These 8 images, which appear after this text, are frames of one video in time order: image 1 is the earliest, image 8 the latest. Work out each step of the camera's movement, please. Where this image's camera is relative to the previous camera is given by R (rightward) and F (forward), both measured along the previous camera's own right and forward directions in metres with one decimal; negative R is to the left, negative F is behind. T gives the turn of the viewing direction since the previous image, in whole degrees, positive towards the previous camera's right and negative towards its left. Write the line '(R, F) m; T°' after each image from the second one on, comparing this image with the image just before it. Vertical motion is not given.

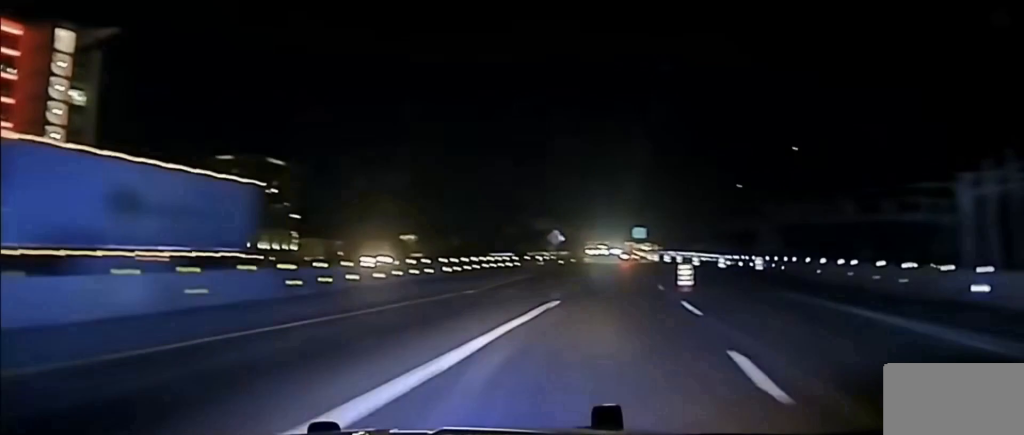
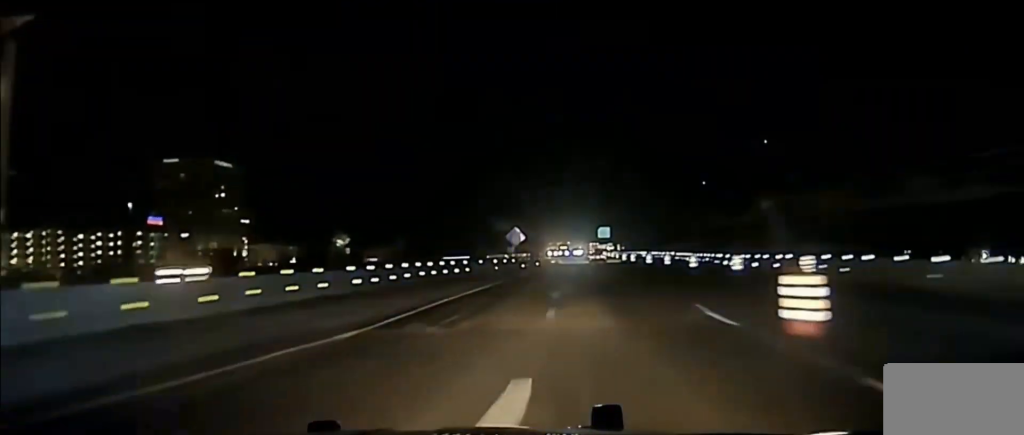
(-0.7, +16.2) m; +1°
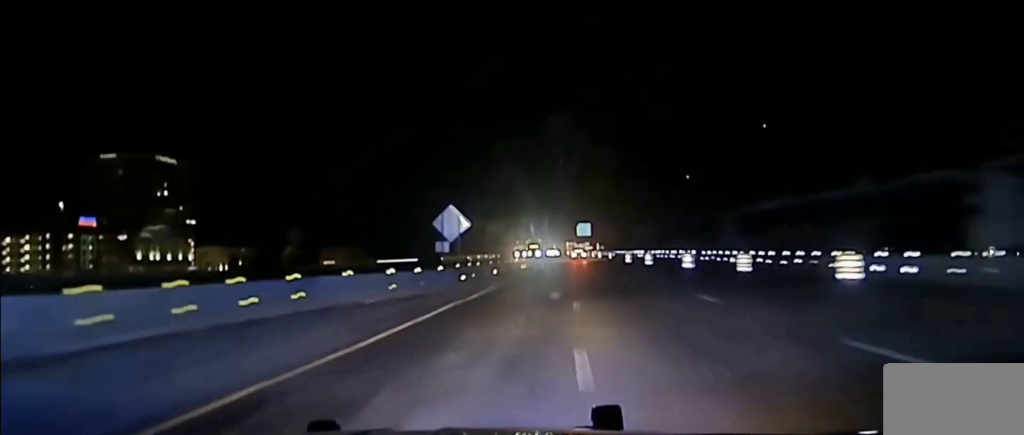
(+0.1, +34.8) m; +2°
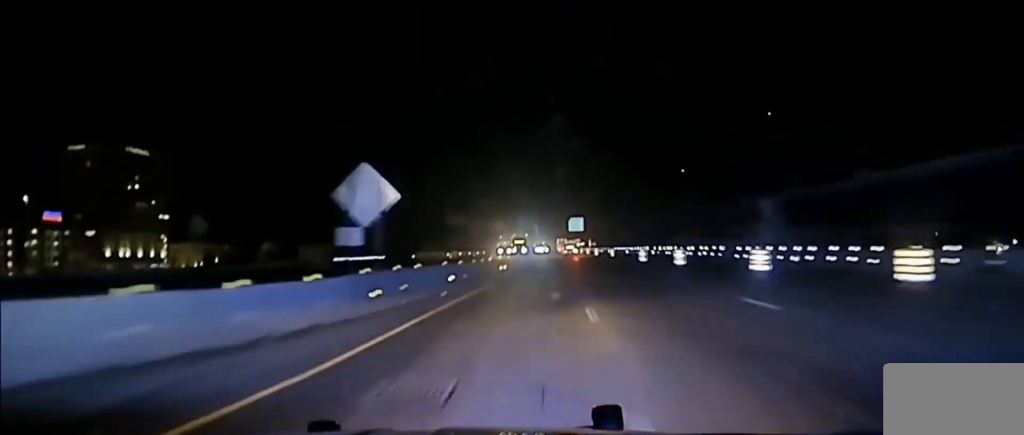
(+0.5, +17.6) m; +2°
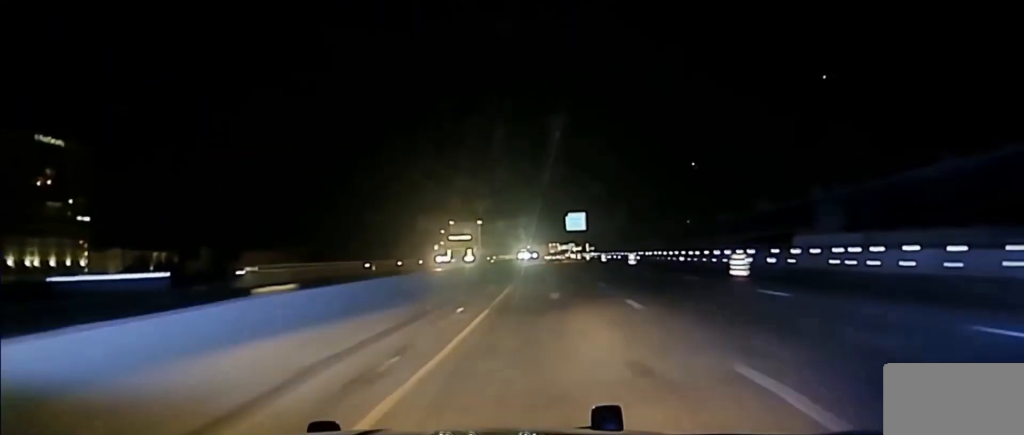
(+1.2, +61.7) m; +1°
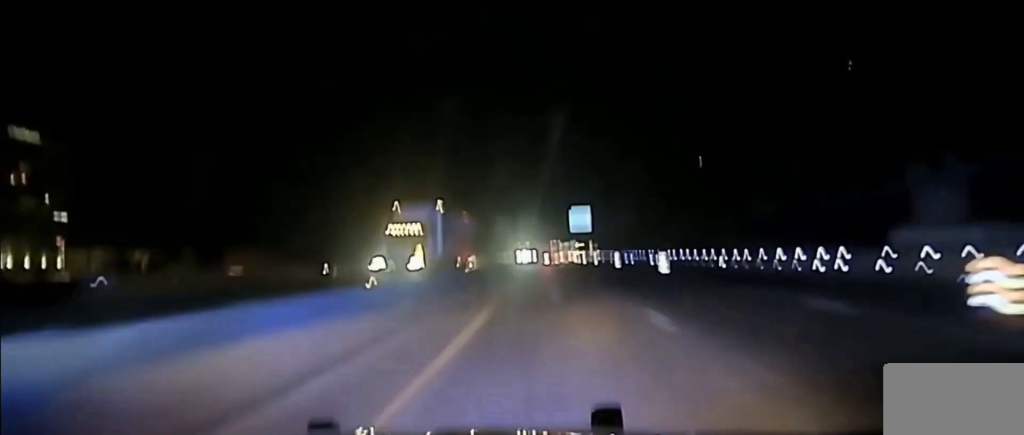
(0.0, +15.4) m; 0°
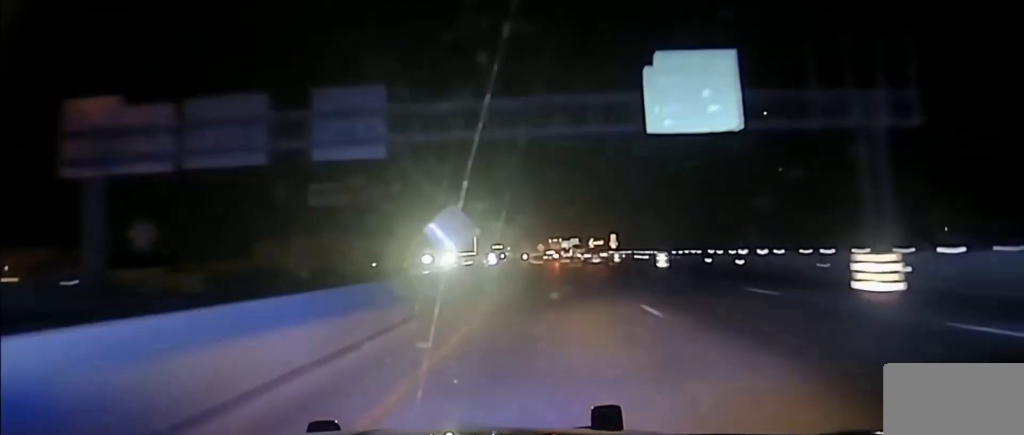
(-0.5, +113.6) m; 0°
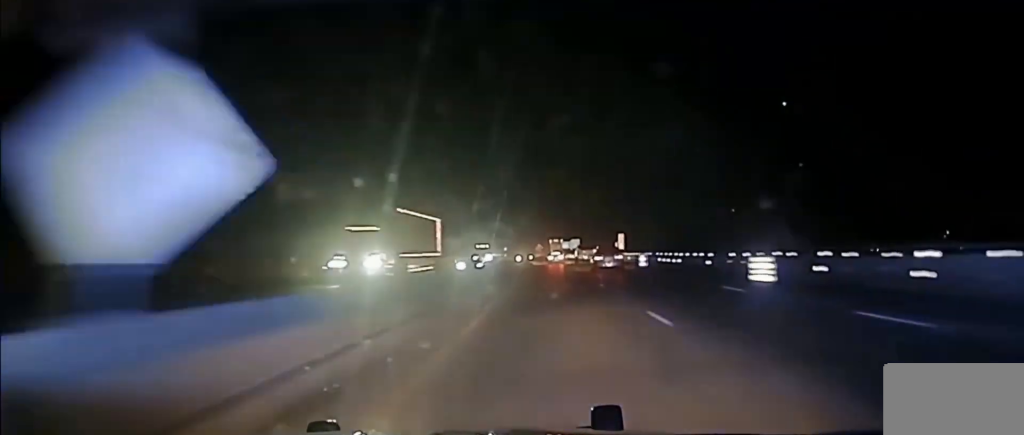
(0.0, +19.1) m; 0°
